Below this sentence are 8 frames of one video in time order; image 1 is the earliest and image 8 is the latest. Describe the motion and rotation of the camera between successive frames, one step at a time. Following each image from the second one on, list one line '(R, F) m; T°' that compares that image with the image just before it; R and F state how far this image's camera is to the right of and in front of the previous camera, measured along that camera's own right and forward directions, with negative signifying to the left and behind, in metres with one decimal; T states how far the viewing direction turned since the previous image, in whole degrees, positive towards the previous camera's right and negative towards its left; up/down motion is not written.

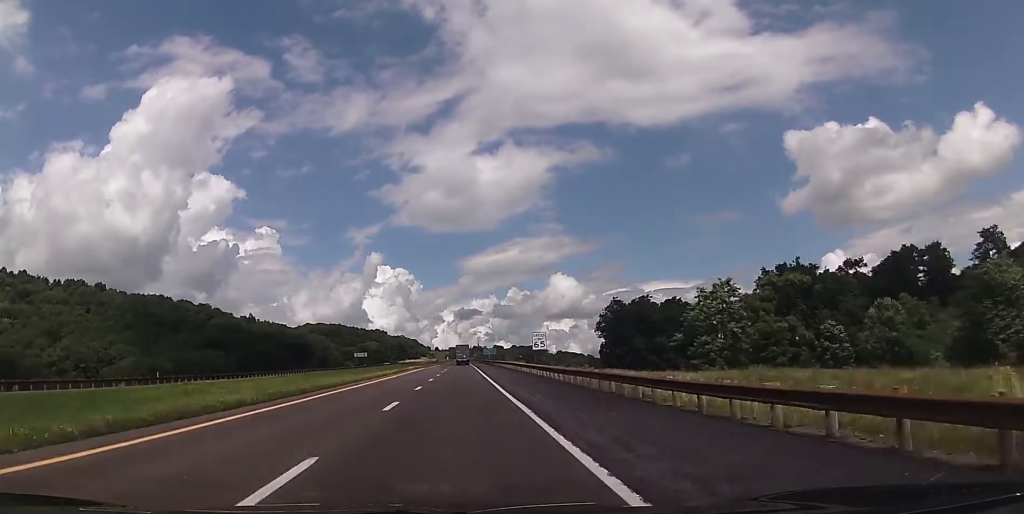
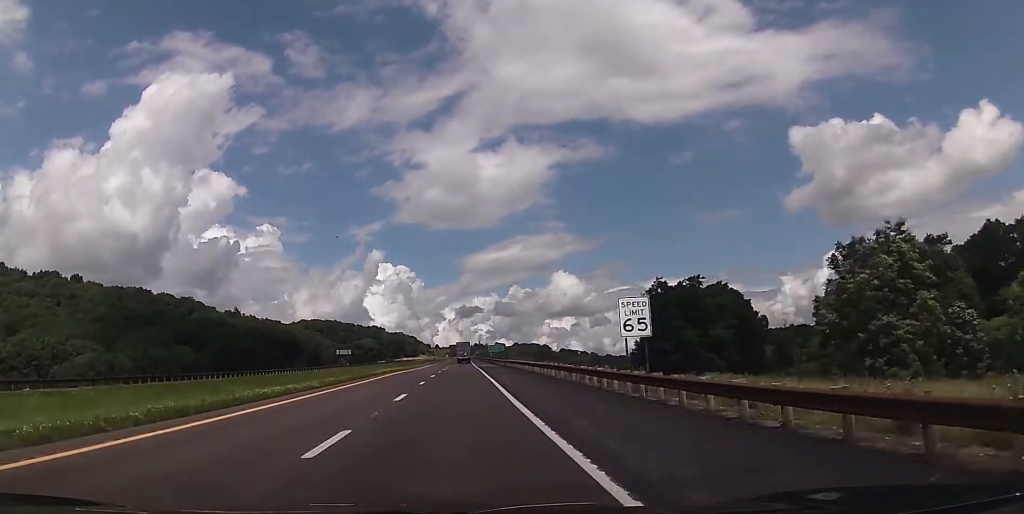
(+0.3, +33.2) m; 0°
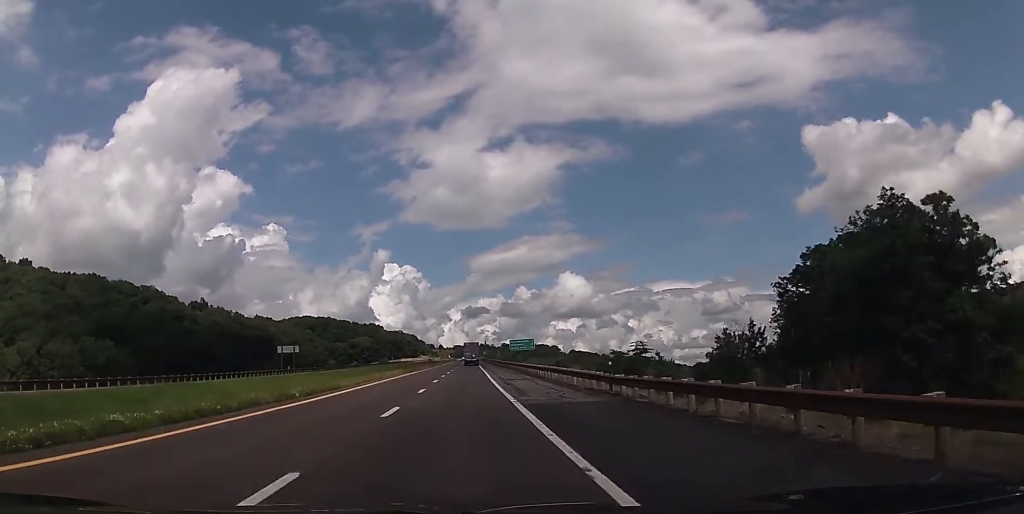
(-0.5, +64.9) m; -1°
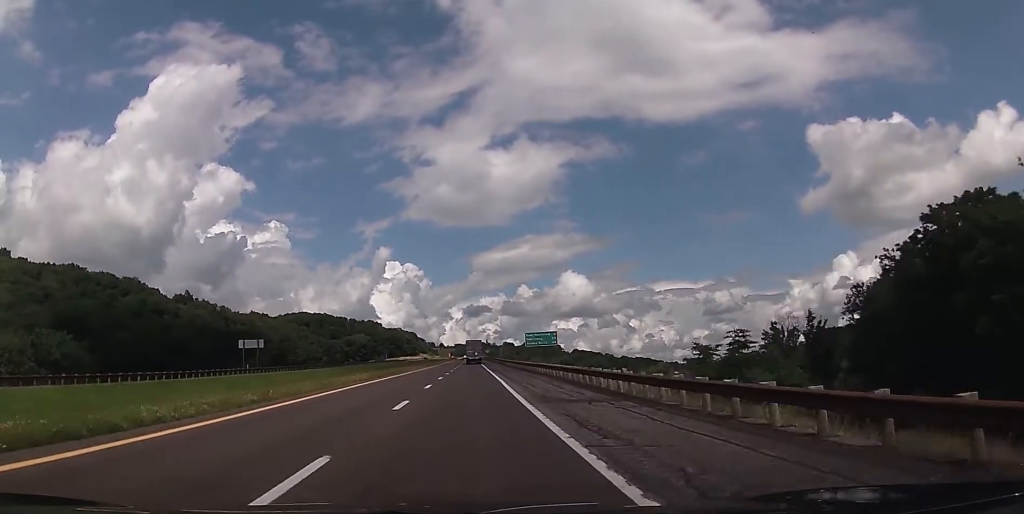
(0.0, +23.1) m; 0°
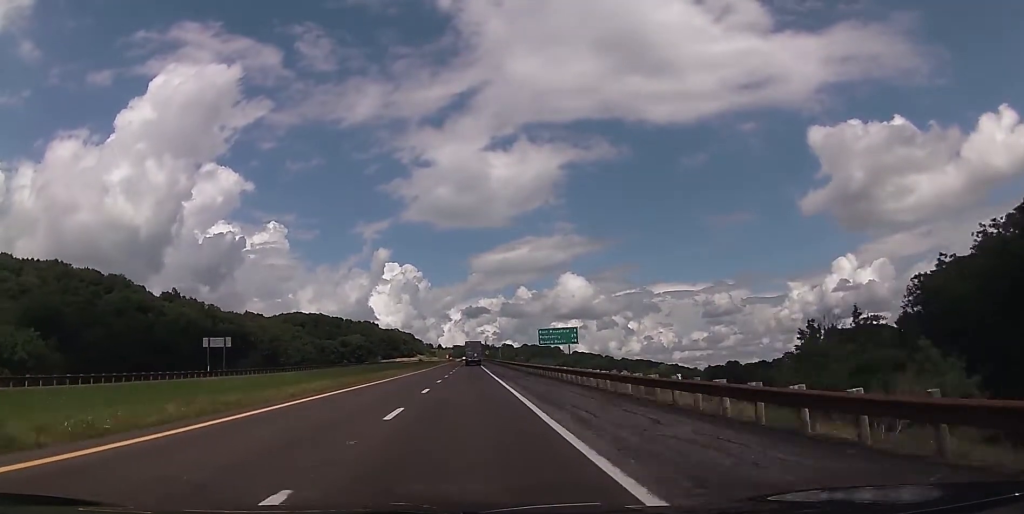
(0.0, +14.4) m; 0°
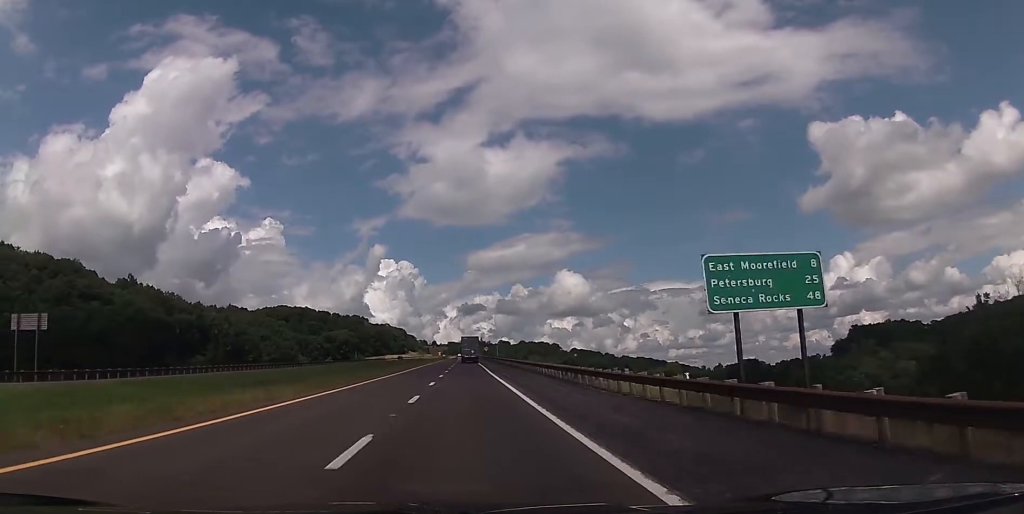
(0.0, +42.2) m; 0°
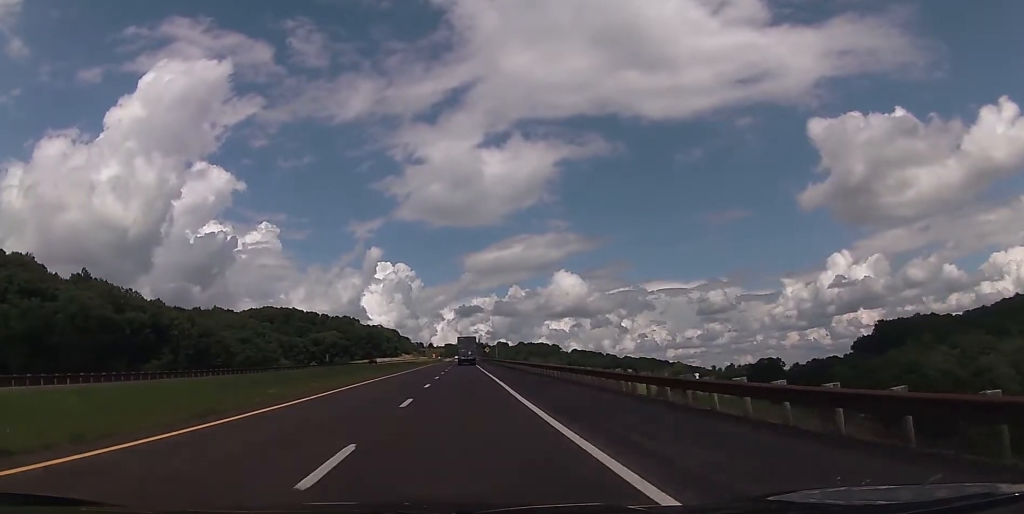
(0.0, +36.9) m; 0°
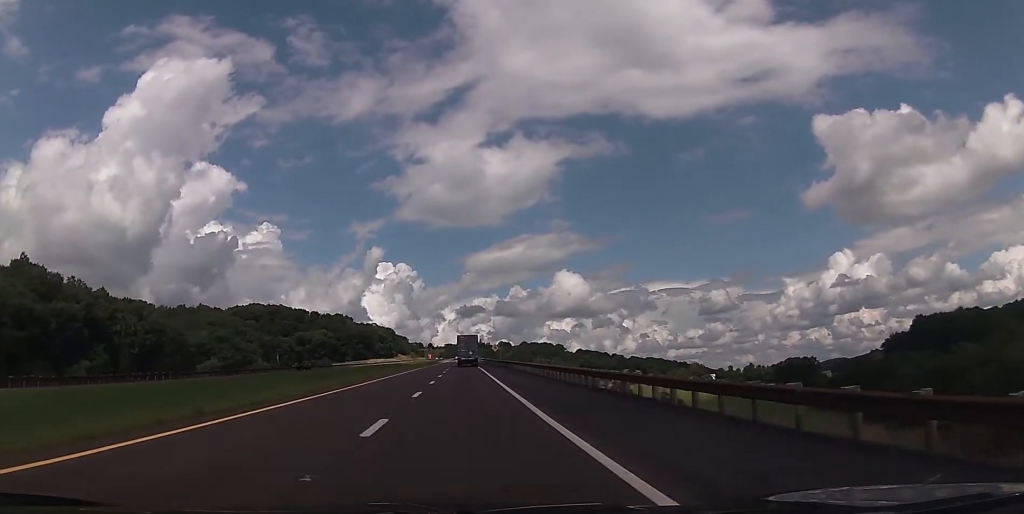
(+0.2, +42.4) m; 0°
